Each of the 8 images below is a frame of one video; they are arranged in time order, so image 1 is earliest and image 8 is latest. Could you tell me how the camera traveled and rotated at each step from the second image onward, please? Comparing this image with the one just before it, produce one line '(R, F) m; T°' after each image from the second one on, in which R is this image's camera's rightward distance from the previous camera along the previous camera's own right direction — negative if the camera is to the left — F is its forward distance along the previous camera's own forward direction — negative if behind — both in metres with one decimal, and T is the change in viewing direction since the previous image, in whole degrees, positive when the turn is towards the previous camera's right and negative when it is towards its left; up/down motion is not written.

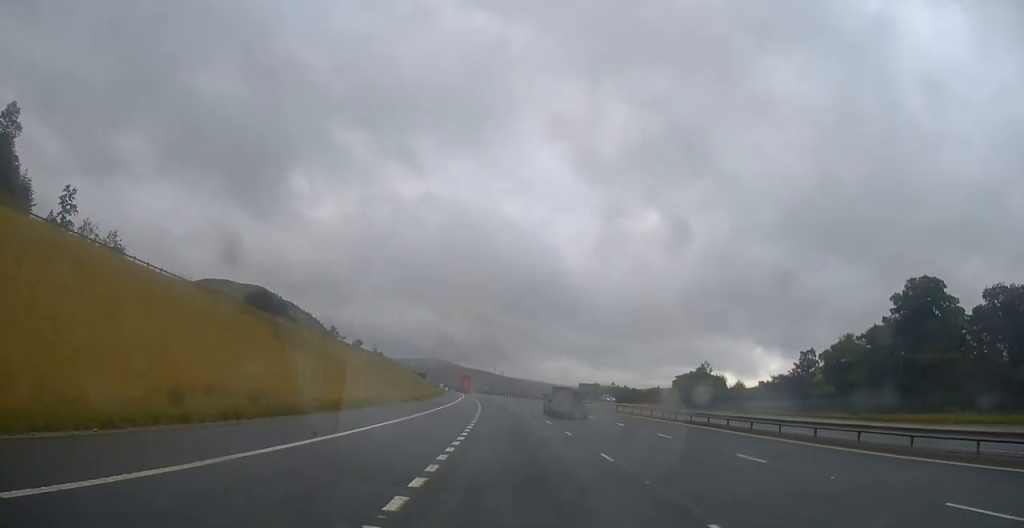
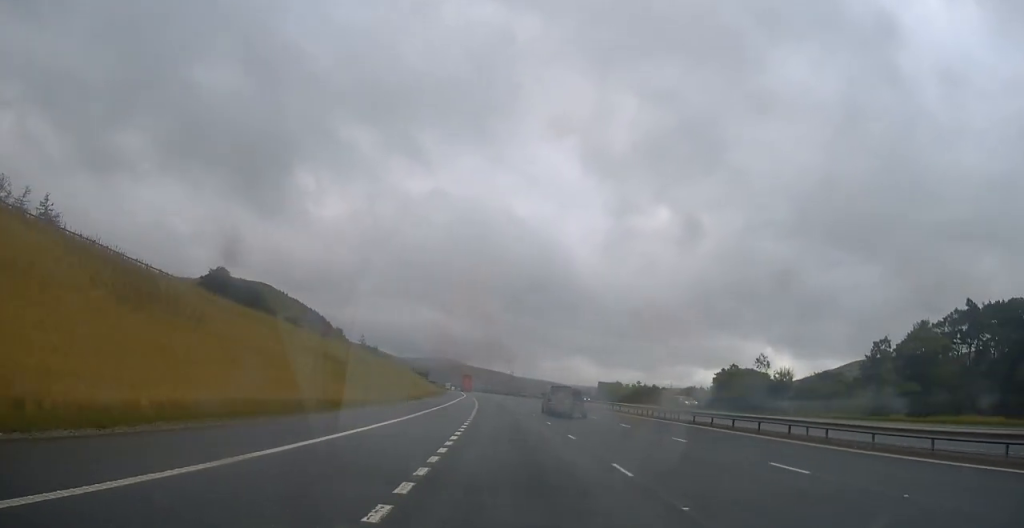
(-0.2, +20.4) m; -1°
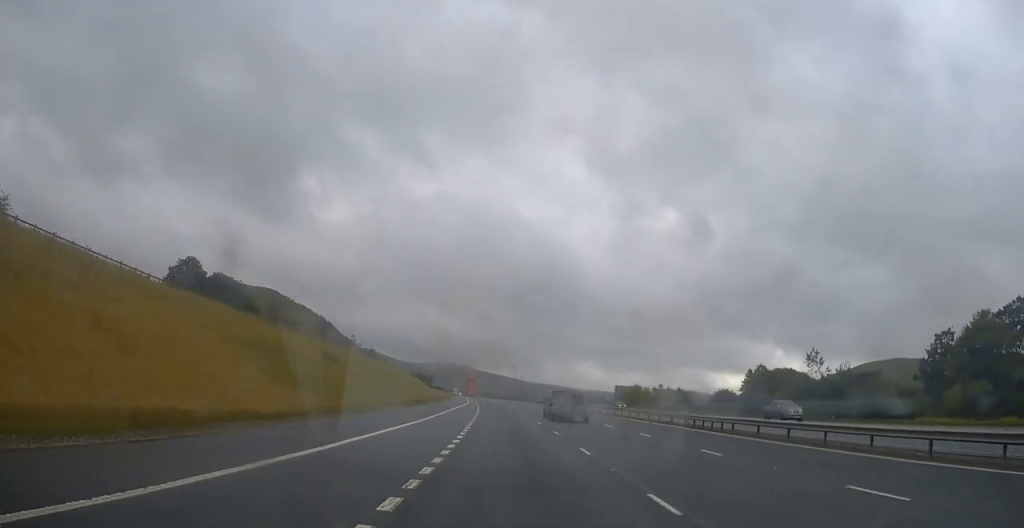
(-0.1, +12.6) m; 0°
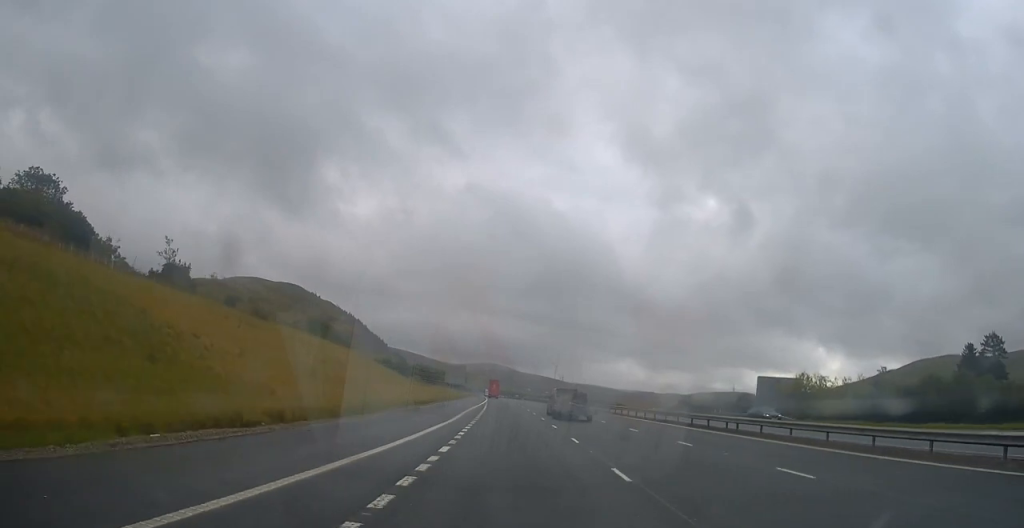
(-1.6, +68.7) m; -4°
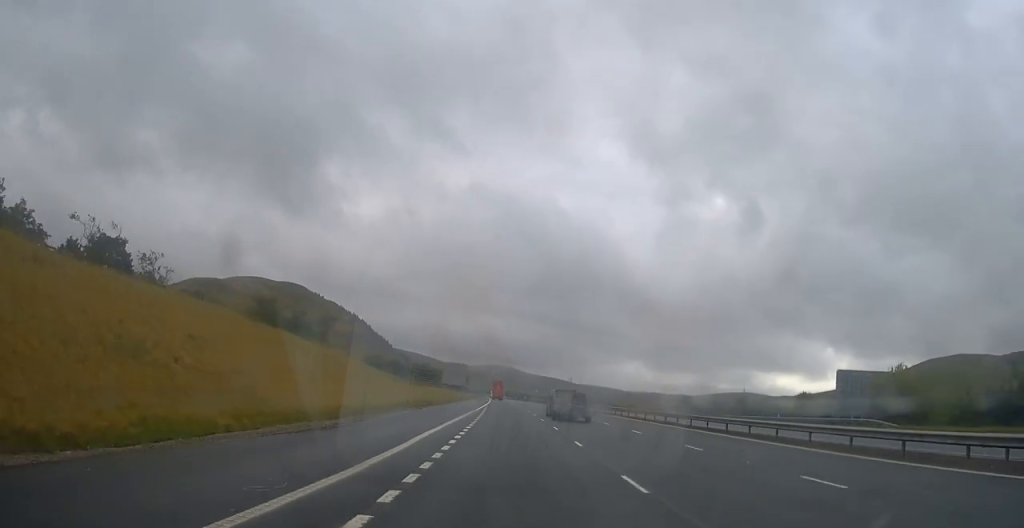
(-0.3, +19.1) m; -1°
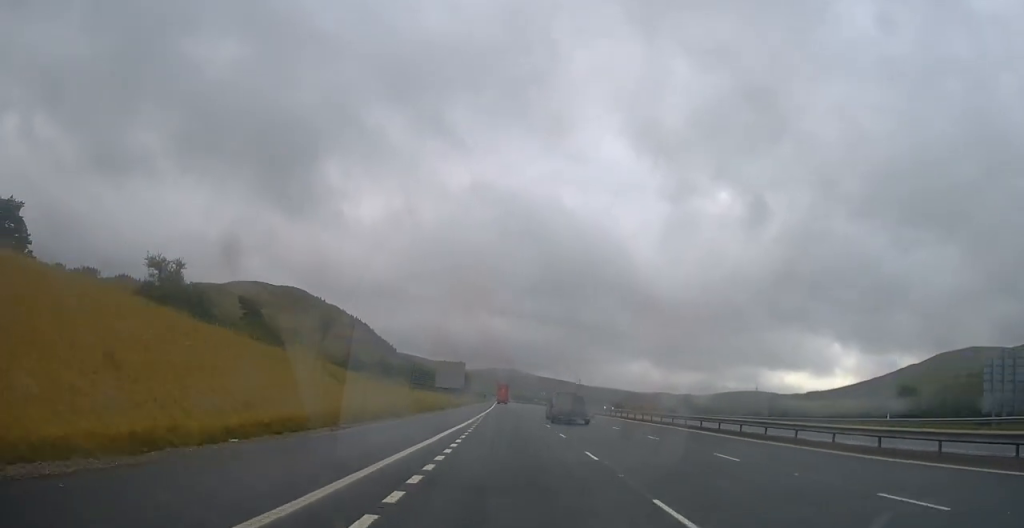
(-0.2, +21.0) m; -1°
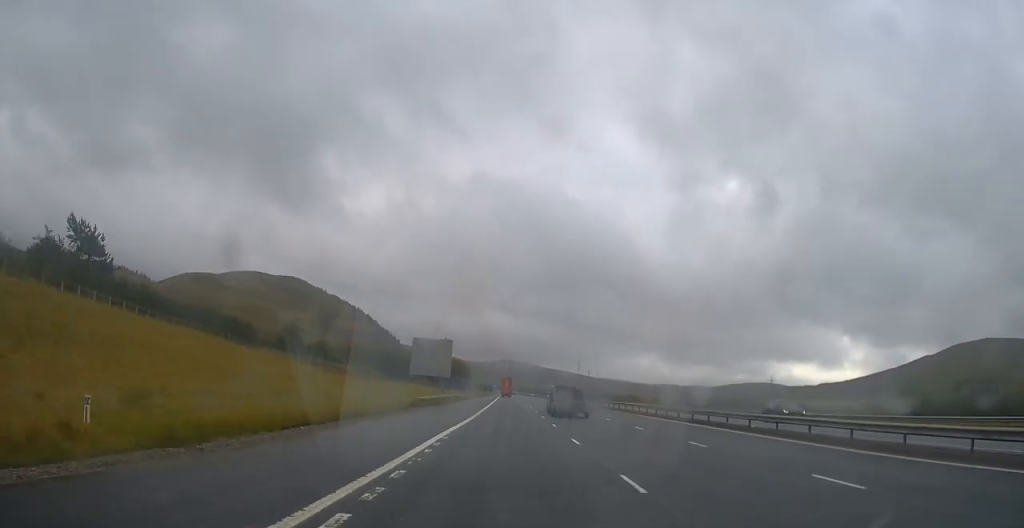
(-0.1, +33.6) m; -1°
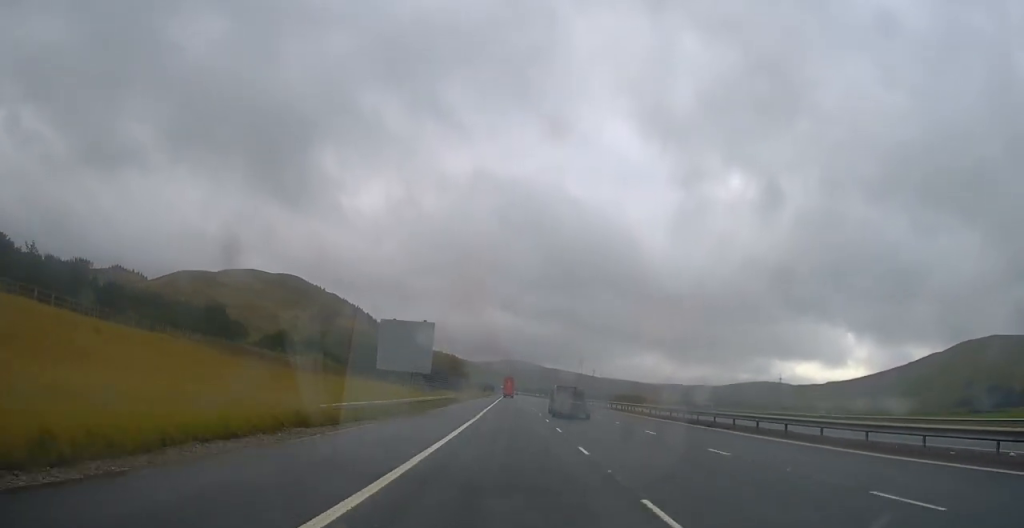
(-0.1, +20.2) m; -1°
